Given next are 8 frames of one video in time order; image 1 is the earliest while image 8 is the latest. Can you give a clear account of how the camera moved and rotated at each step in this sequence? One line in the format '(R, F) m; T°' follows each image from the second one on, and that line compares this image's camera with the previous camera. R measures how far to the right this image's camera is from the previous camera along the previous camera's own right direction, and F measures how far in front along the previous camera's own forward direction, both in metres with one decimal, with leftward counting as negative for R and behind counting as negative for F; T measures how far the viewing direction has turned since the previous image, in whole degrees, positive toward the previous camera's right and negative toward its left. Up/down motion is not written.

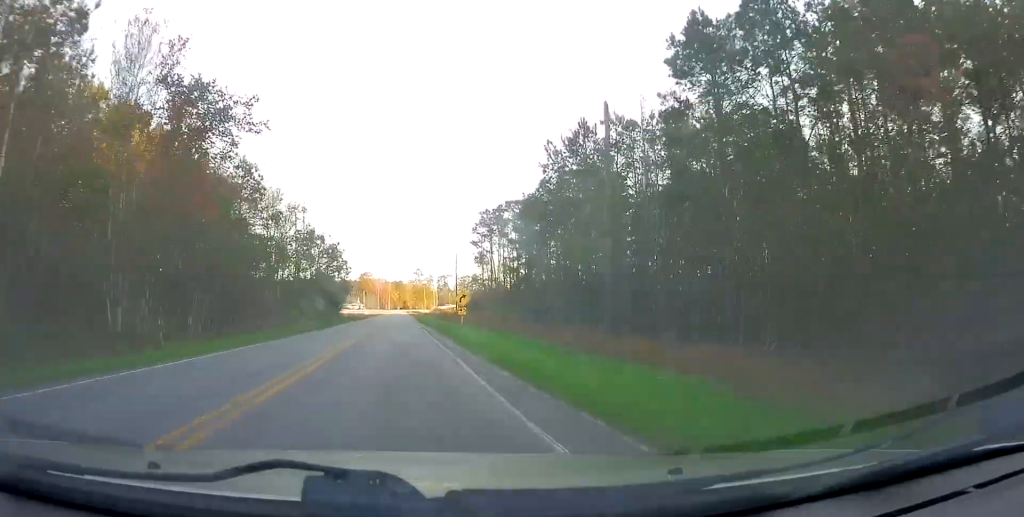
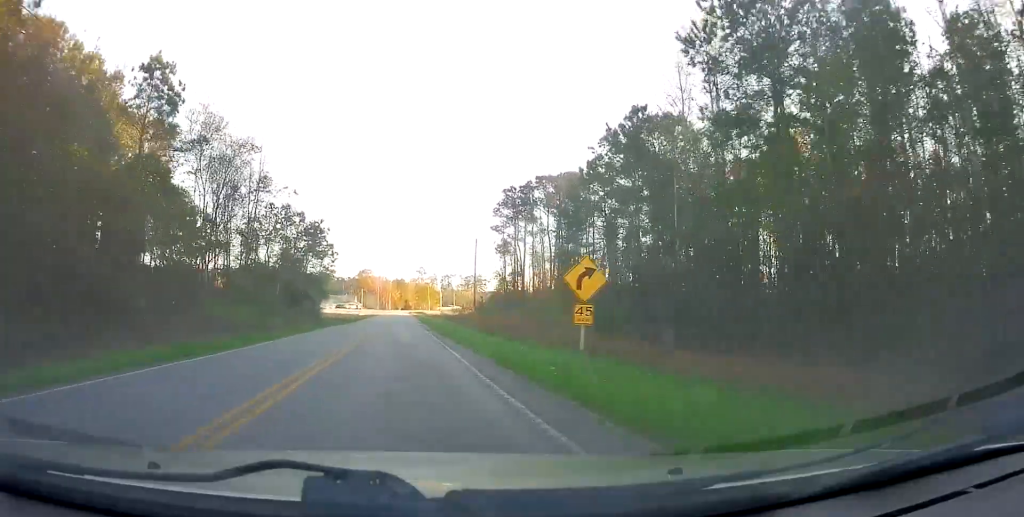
(+0.2, +24.7) m; +1°
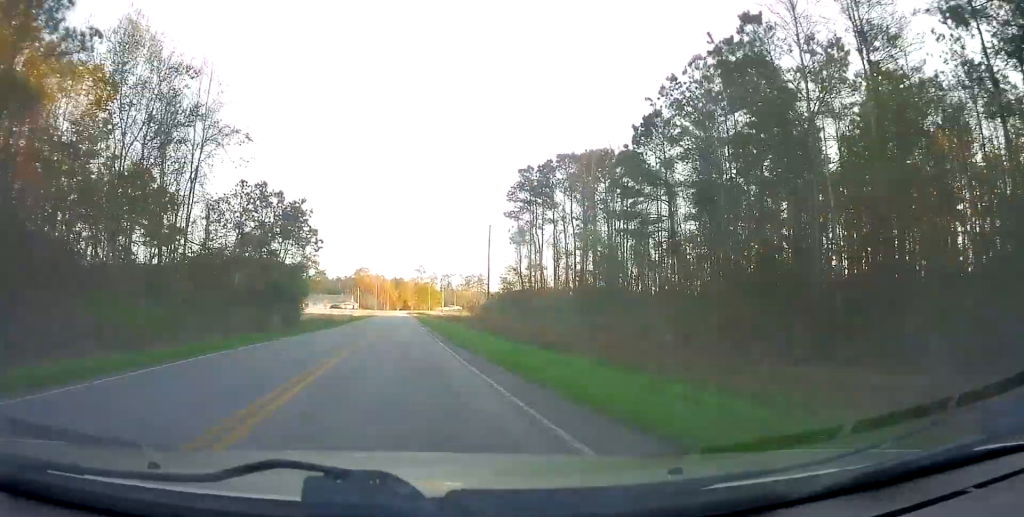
(+0.2, +14.2) m; 0°
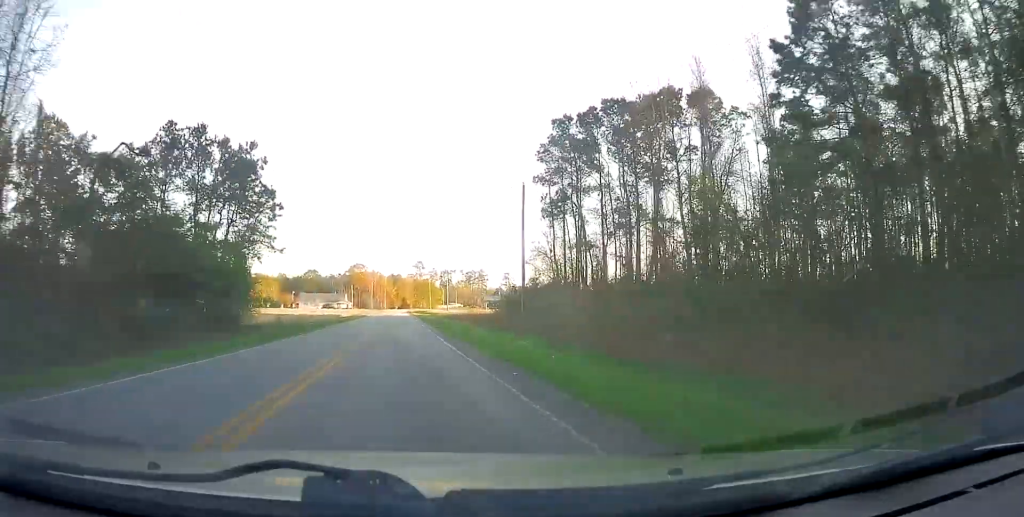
(-0.2, +21.5) m; -1°
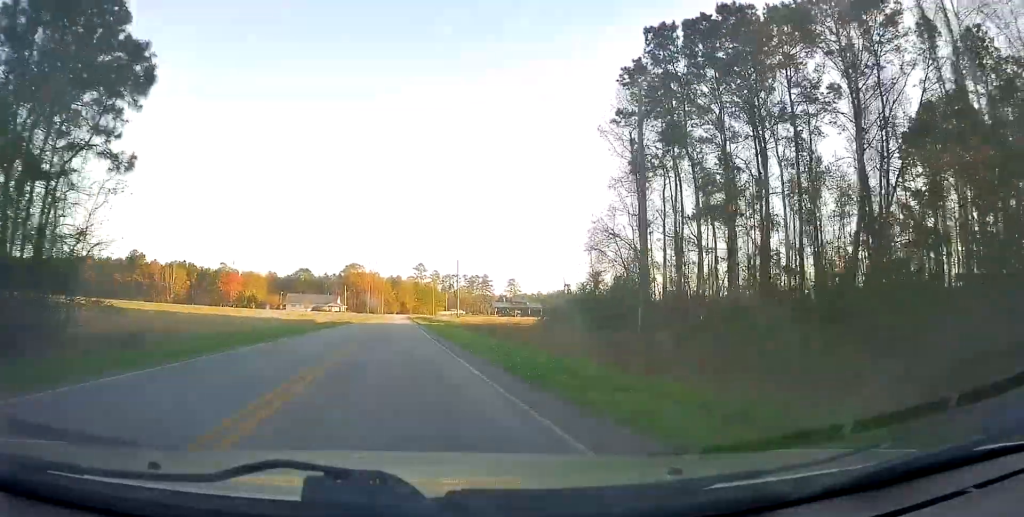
(-0.2, +25.1) m; -1°
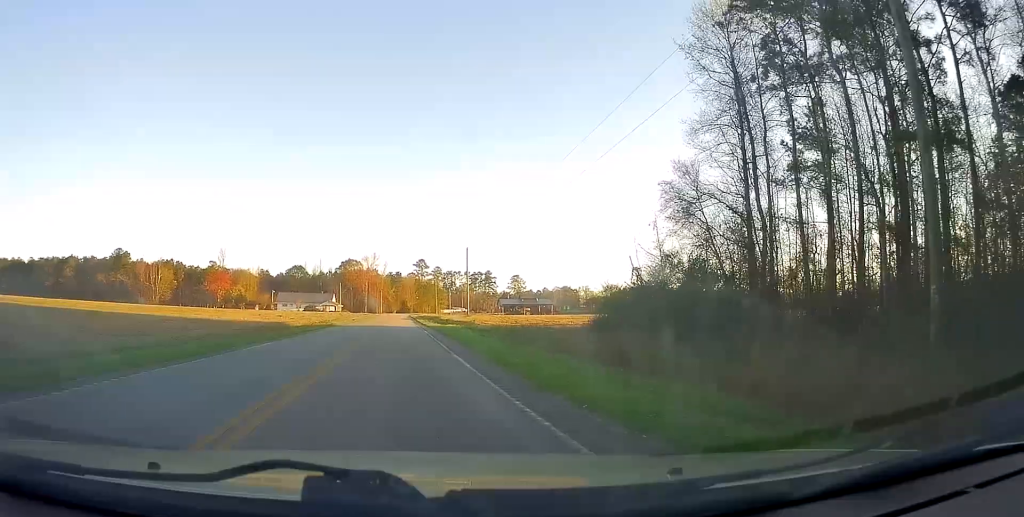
(0.0, +16.0) m; 0°
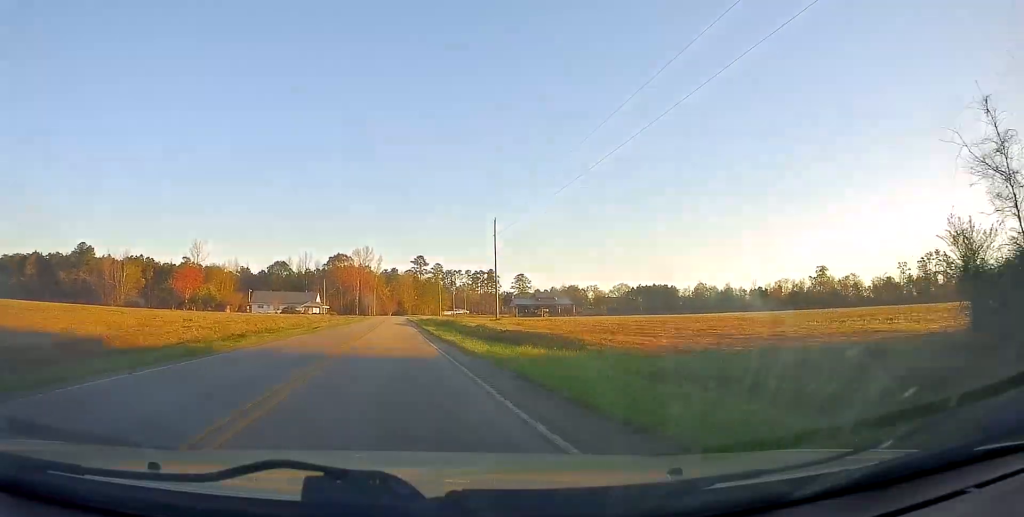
(0.0, +29.8) m; 0°
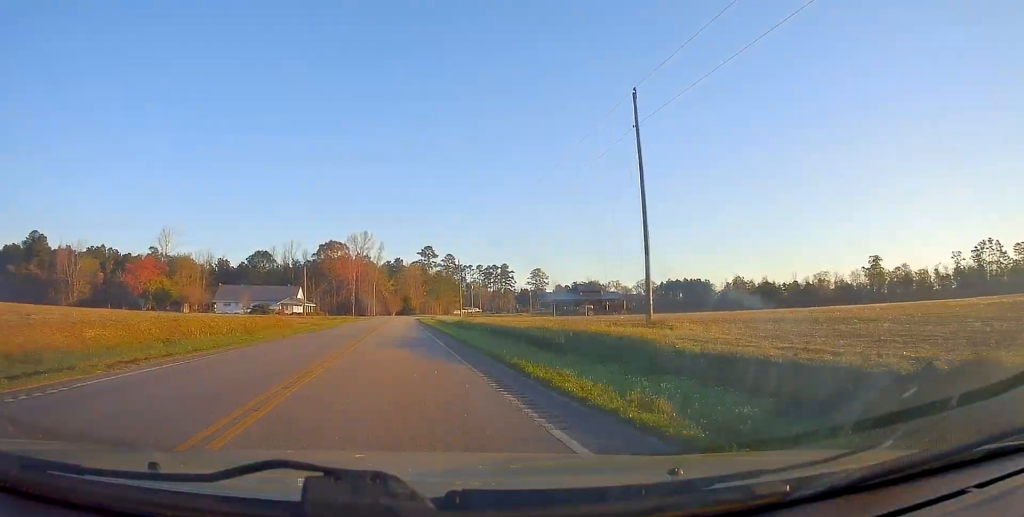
(+0.5, +36.8) m; +1°
